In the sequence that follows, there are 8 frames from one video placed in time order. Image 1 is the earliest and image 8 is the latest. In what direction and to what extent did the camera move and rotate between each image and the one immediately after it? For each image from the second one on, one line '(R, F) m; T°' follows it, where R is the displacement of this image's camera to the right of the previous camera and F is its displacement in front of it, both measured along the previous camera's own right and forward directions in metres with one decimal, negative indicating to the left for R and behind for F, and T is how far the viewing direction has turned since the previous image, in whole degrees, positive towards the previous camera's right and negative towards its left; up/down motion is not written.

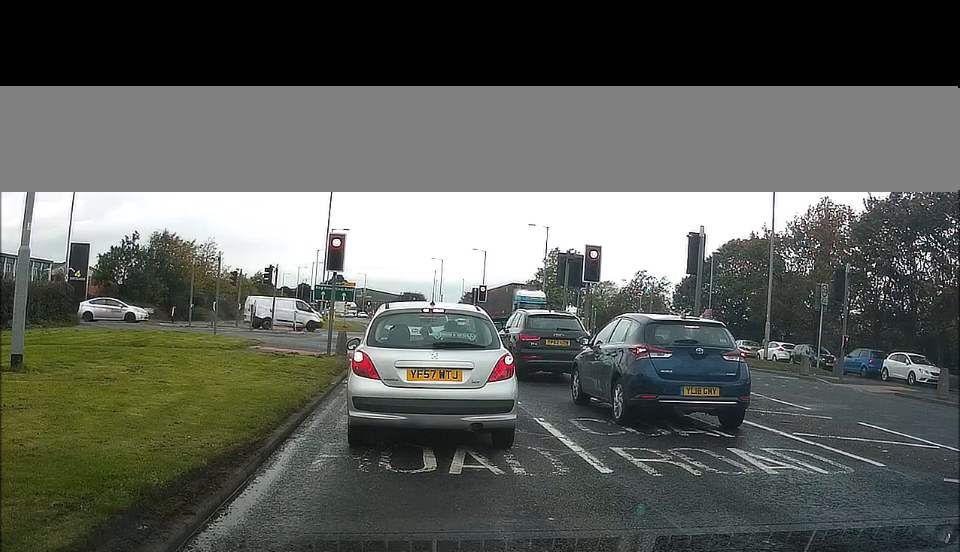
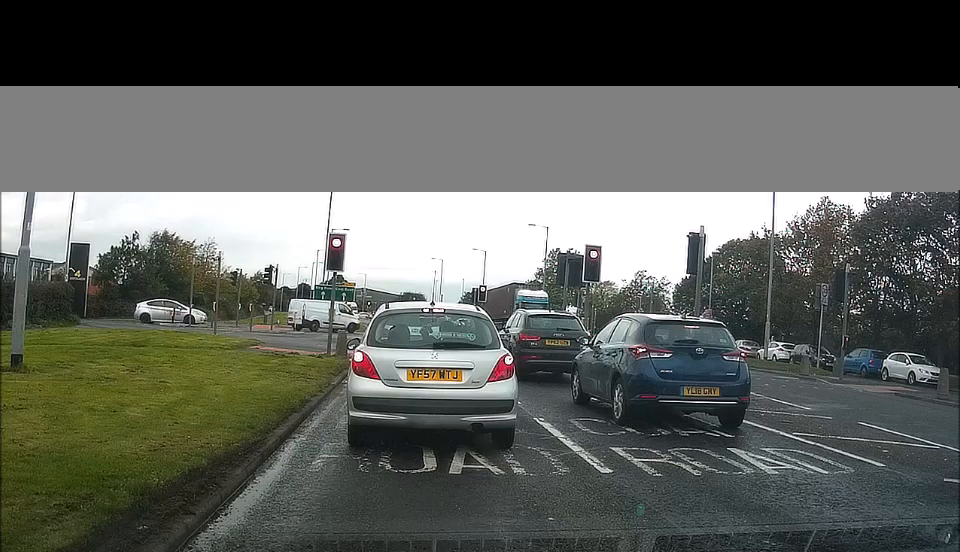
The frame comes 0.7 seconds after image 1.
(0.0, 0.0) m; 0°
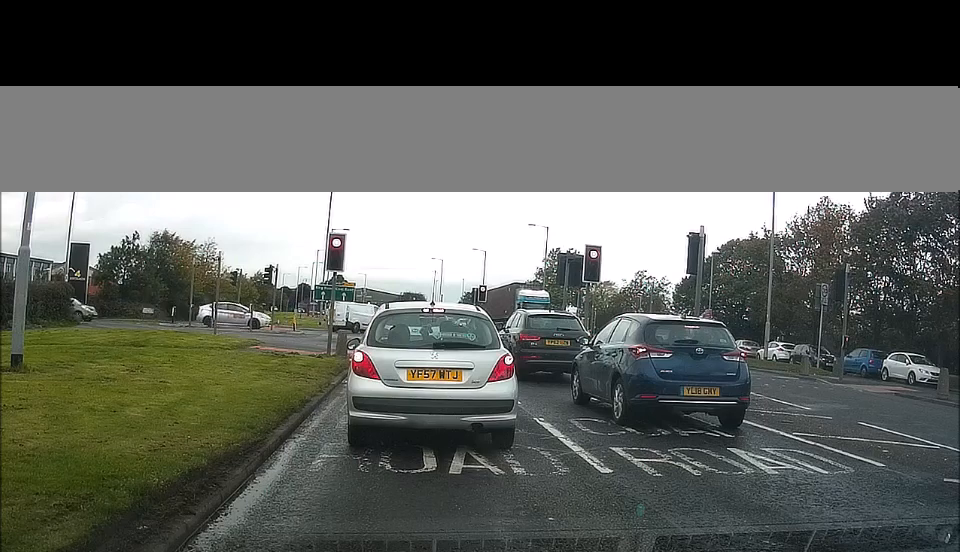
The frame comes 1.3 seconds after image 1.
(0.0, 0.0) m; 0°
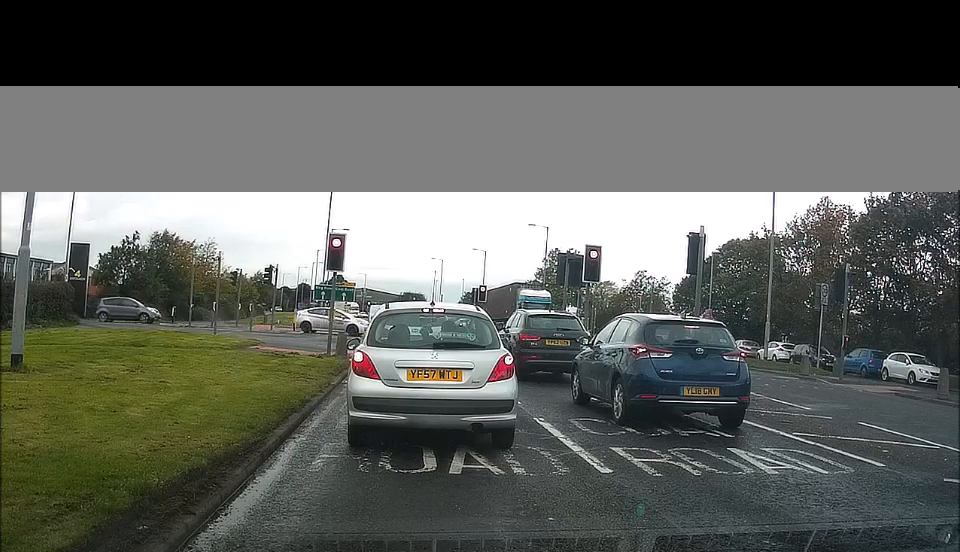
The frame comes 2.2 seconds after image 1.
(0.0, 0.0) m; 0°
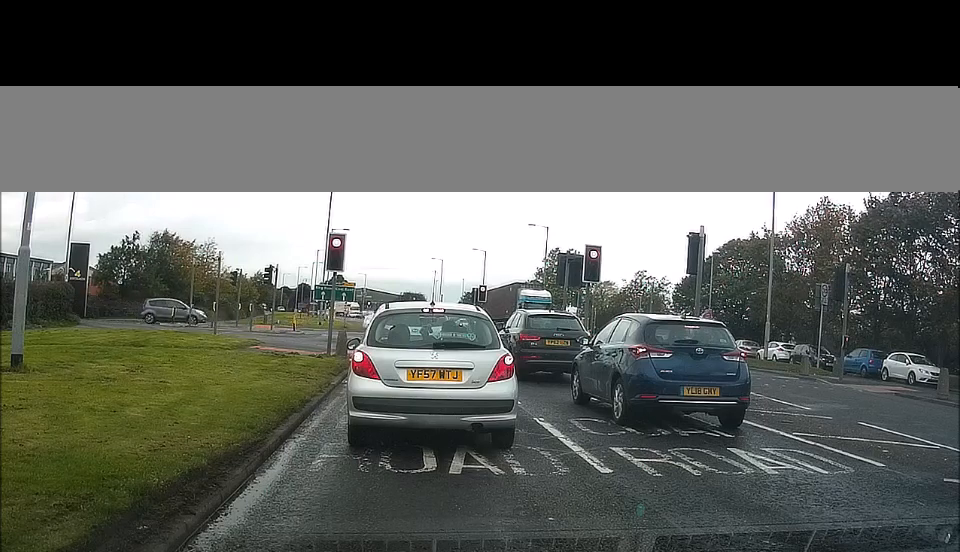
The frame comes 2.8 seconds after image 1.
(0.0, 0.0) m; 0°
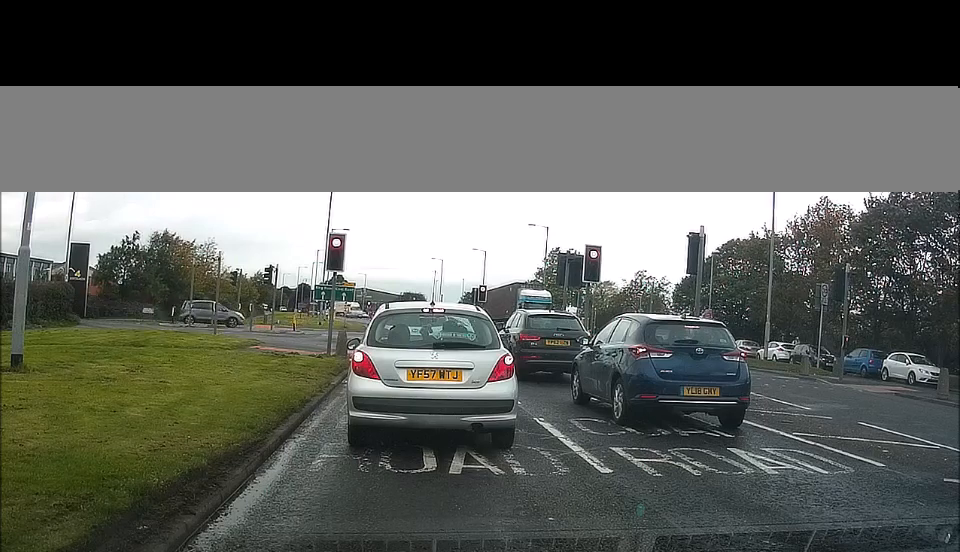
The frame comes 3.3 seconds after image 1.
(0.0, 0.0) m; 0°
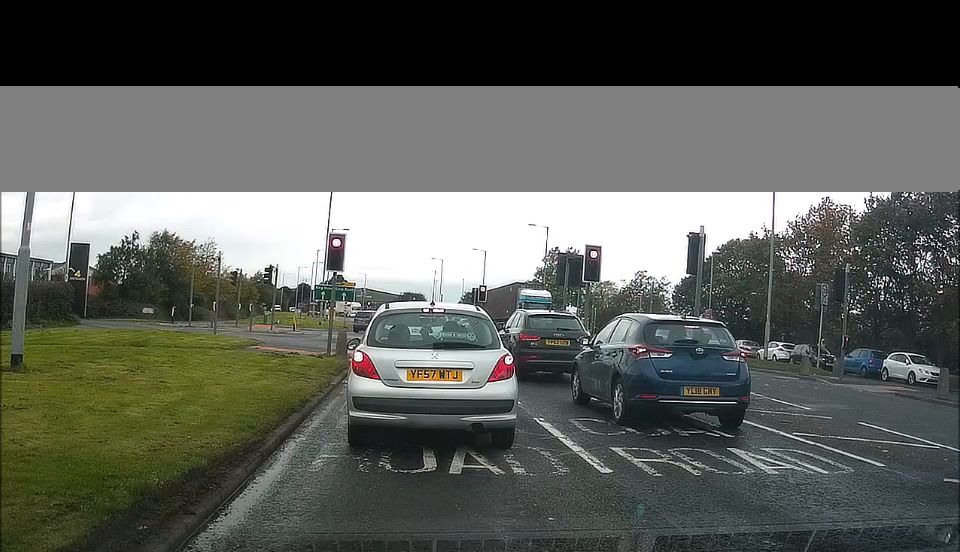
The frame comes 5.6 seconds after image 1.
(0.0, 0.0) m; 0°
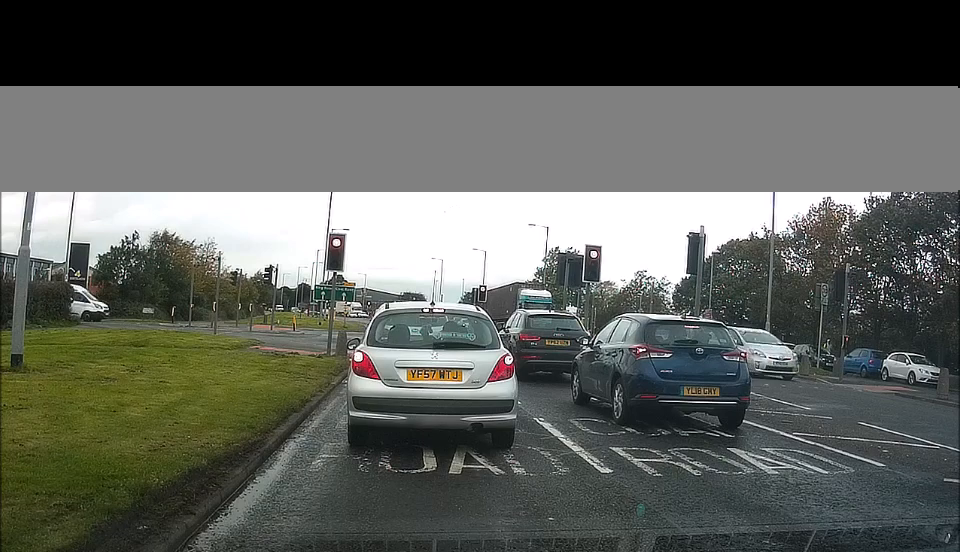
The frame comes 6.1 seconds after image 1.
(0.0, 0.0) m; 0°
